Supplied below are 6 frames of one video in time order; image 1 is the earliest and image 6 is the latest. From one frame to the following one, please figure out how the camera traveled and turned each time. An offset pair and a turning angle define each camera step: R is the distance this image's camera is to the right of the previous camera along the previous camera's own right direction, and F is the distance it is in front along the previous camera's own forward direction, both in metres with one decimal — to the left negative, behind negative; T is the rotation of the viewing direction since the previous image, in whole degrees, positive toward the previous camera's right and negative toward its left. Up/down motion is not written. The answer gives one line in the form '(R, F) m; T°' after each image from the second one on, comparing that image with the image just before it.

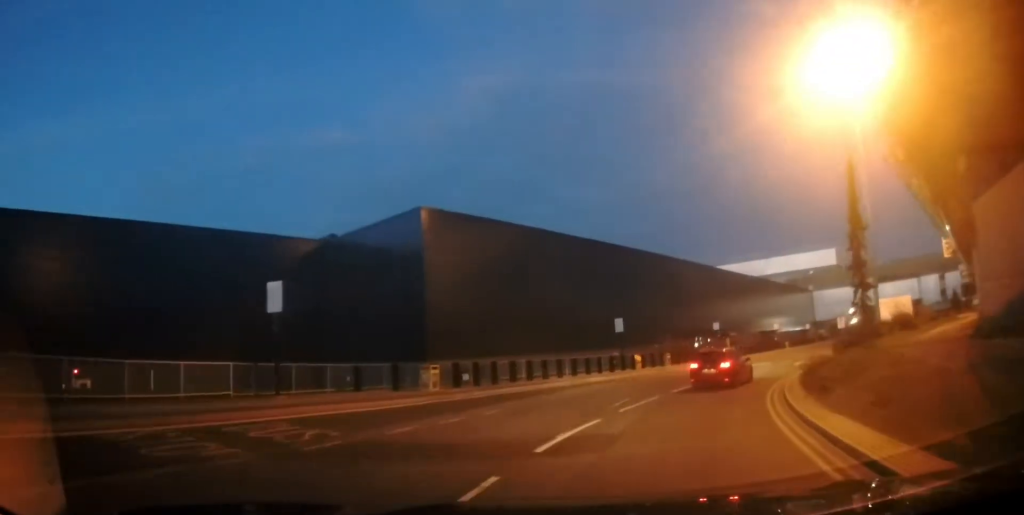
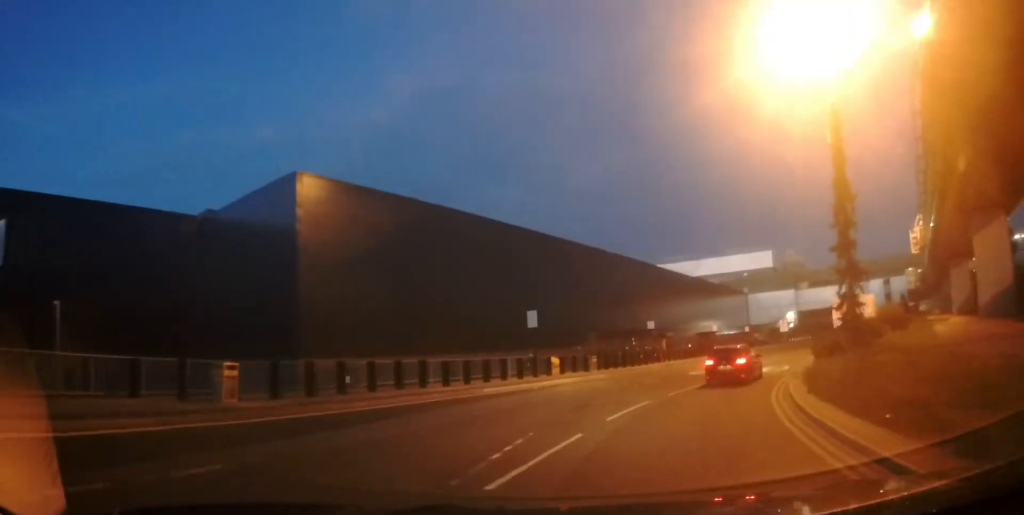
(+0.8, +8.3) m; +11°
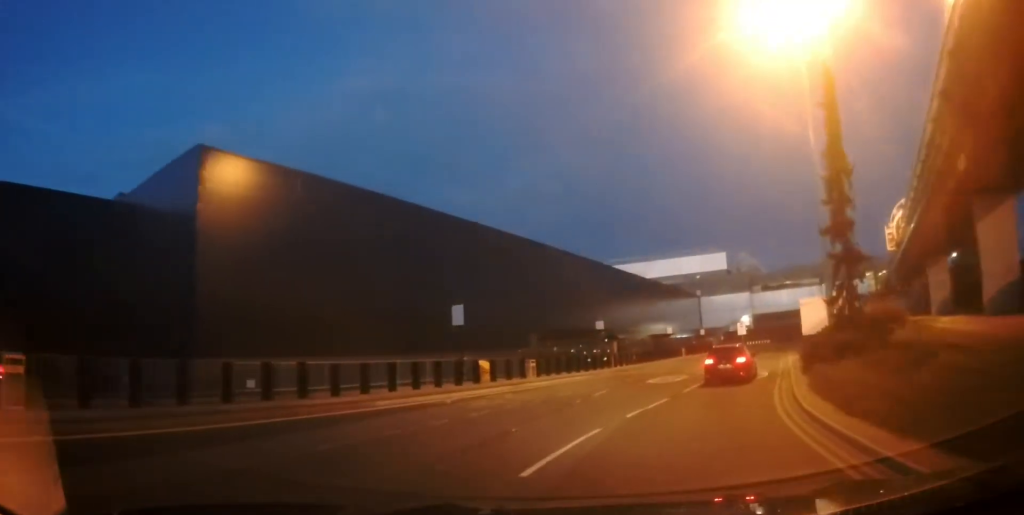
(+0.5, +5.2) m; +7°
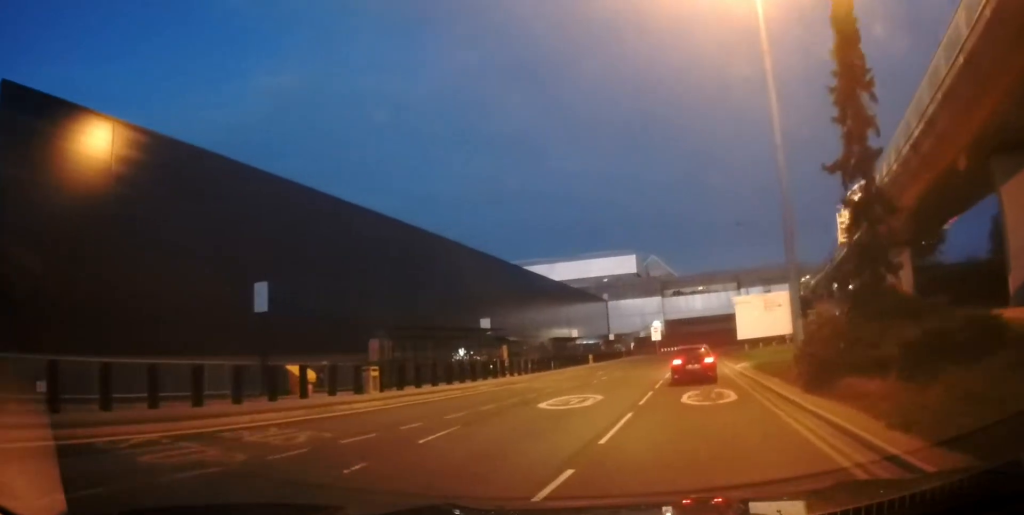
(+1.0, +9.2) m; +10°
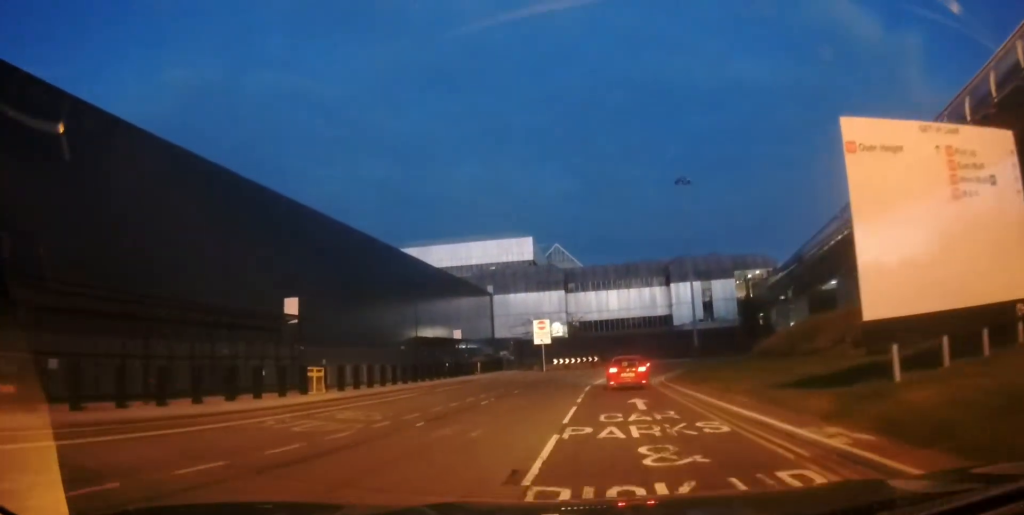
(+5.3, +38.6) m; +9°
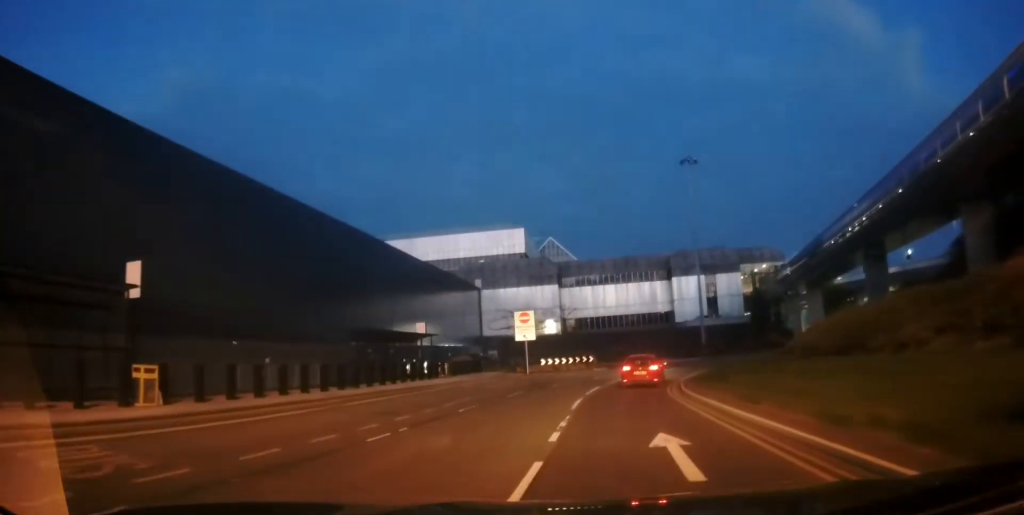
(0.0, +8.9) m; +1°
